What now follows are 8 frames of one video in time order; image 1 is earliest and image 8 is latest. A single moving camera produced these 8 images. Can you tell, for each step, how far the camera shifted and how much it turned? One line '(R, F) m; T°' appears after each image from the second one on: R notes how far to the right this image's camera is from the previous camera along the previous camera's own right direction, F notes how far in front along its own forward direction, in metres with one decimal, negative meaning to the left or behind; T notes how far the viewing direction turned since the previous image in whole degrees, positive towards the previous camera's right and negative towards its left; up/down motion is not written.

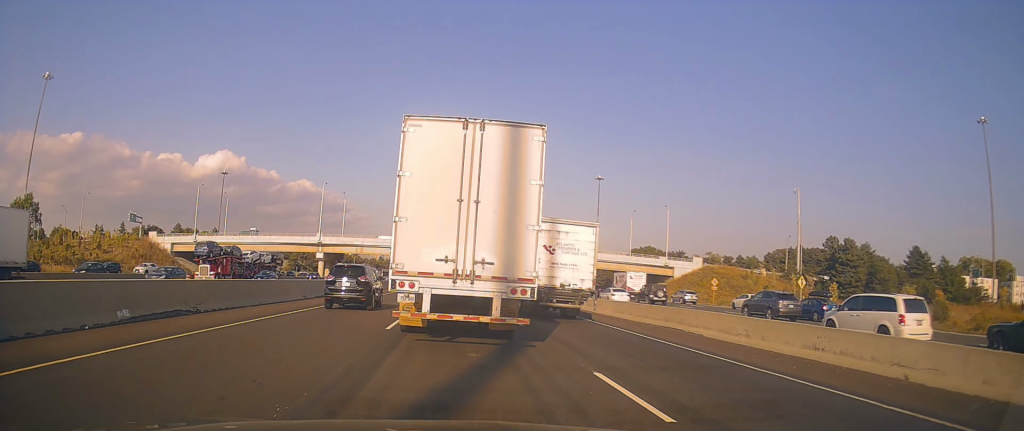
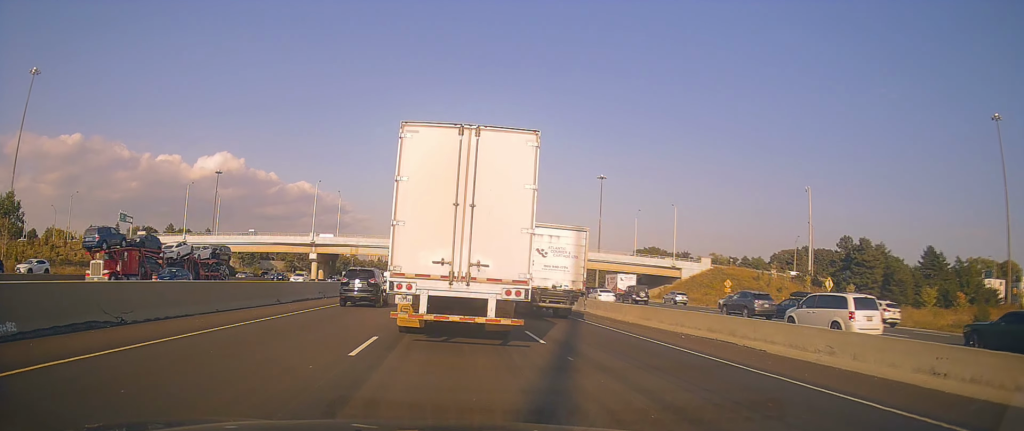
(+0.4, +4.5) m; -5°
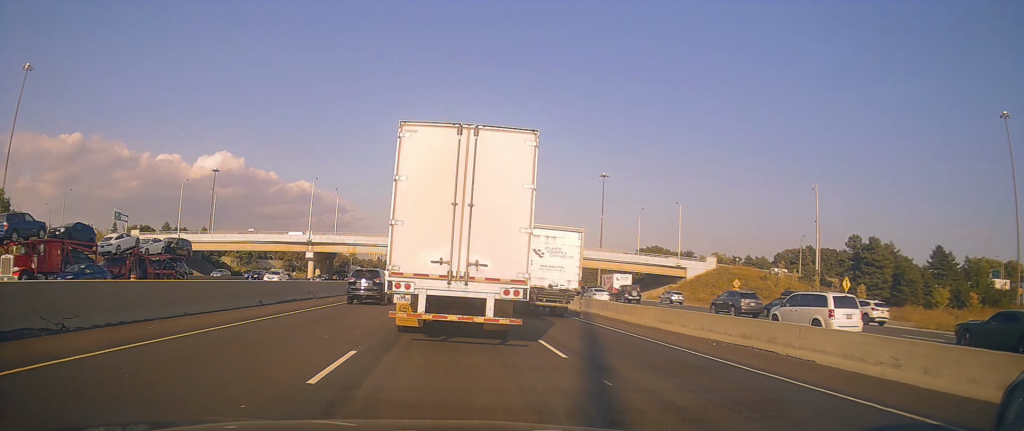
(0.0, +2.4) m; -3°
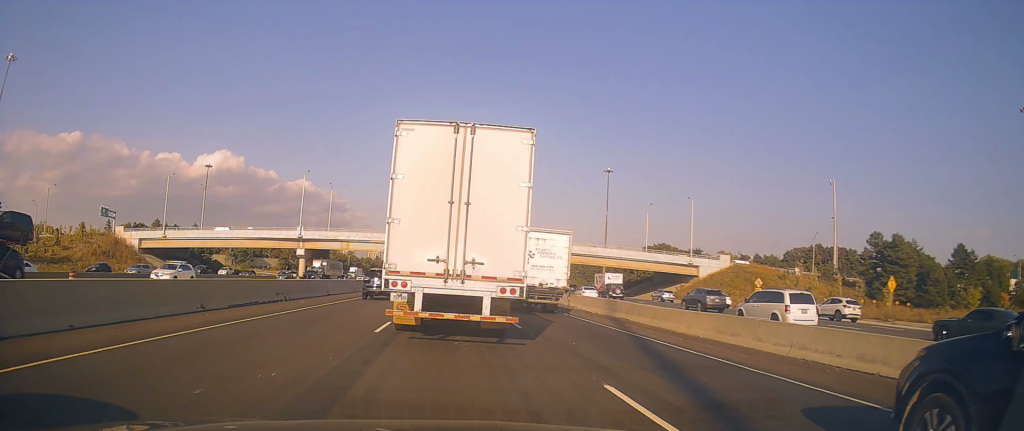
(-1.0, +5.8) m; -3°
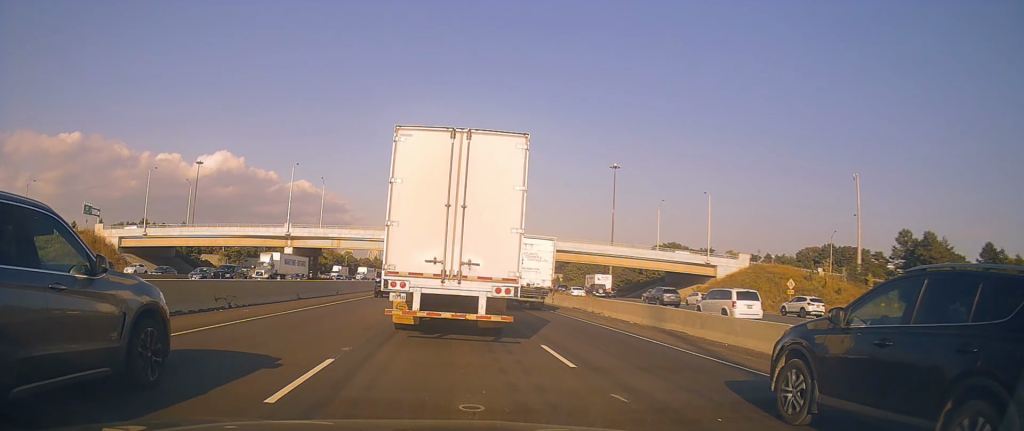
(+0.7, +7.4) m; +3°
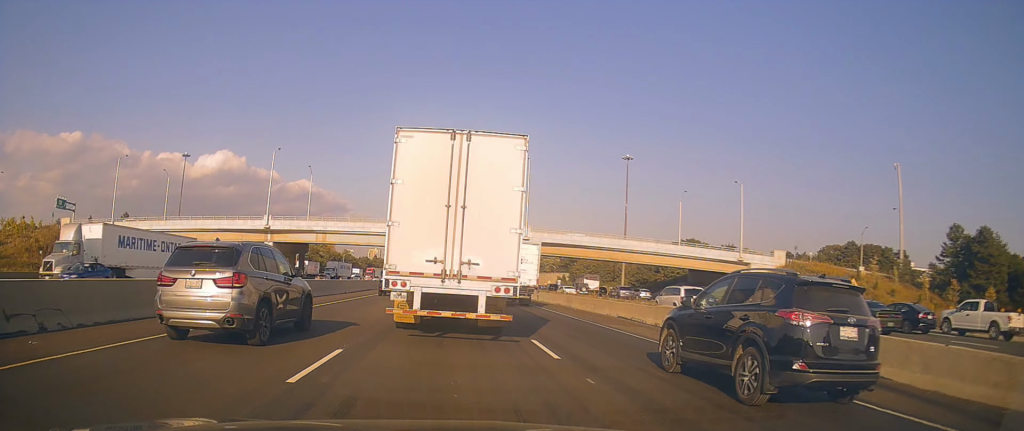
(-0.1, +11.0) m; +1°
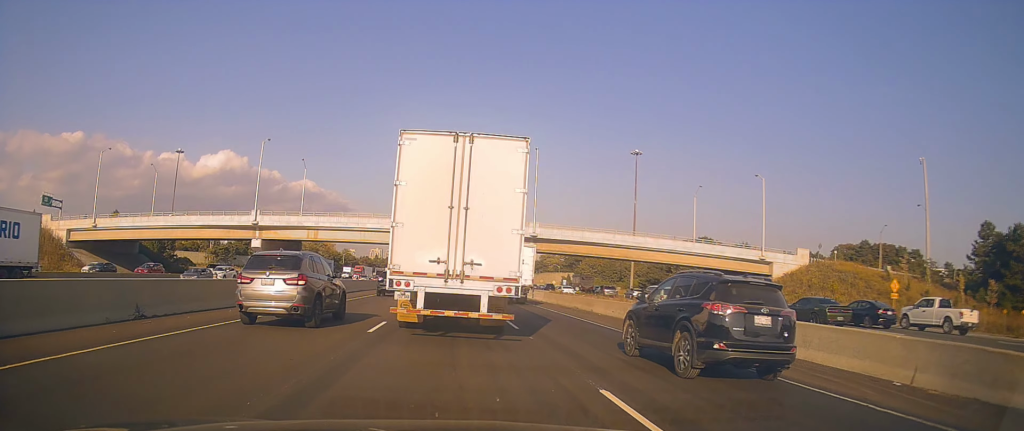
(0.0, +6.0) m; -4°
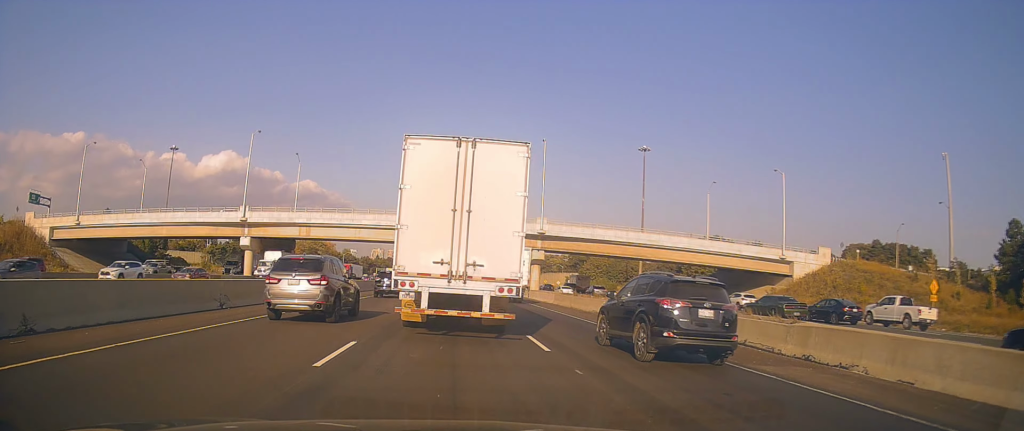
(-0.6, +5.1) m; +1°
